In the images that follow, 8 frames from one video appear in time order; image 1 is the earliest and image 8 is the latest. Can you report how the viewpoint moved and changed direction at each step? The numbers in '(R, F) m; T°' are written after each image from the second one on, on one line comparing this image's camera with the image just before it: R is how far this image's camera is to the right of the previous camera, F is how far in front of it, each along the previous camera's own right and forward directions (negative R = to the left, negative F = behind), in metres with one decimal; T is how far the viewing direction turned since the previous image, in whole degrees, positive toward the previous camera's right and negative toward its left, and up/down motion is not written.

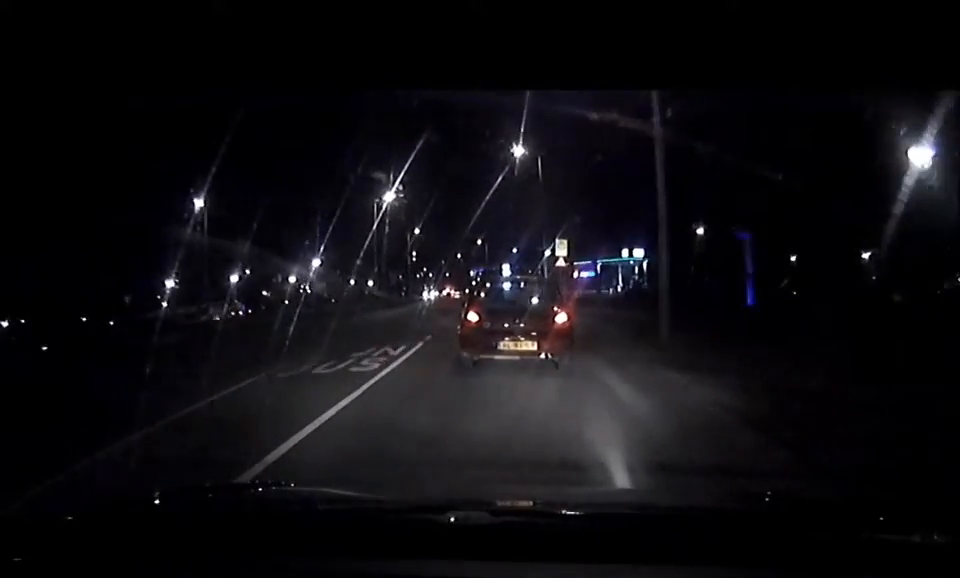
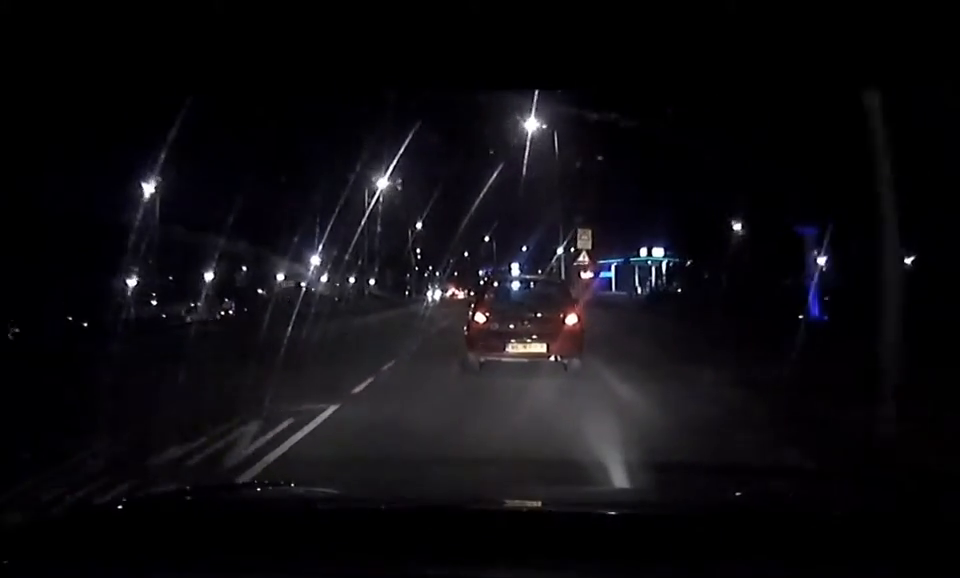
(-0.2, +6.0) m; -1°
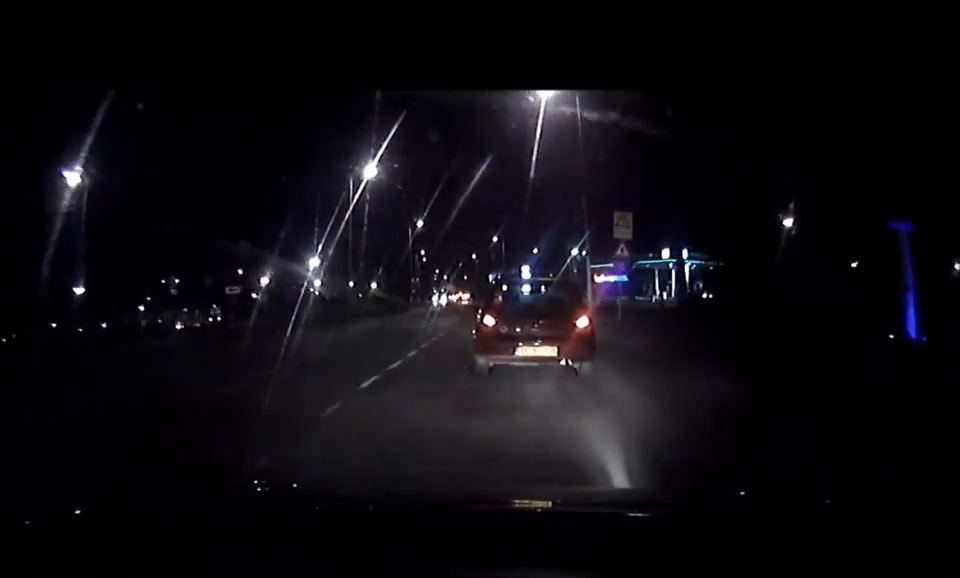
(-0.1, +6.4) m; -1°
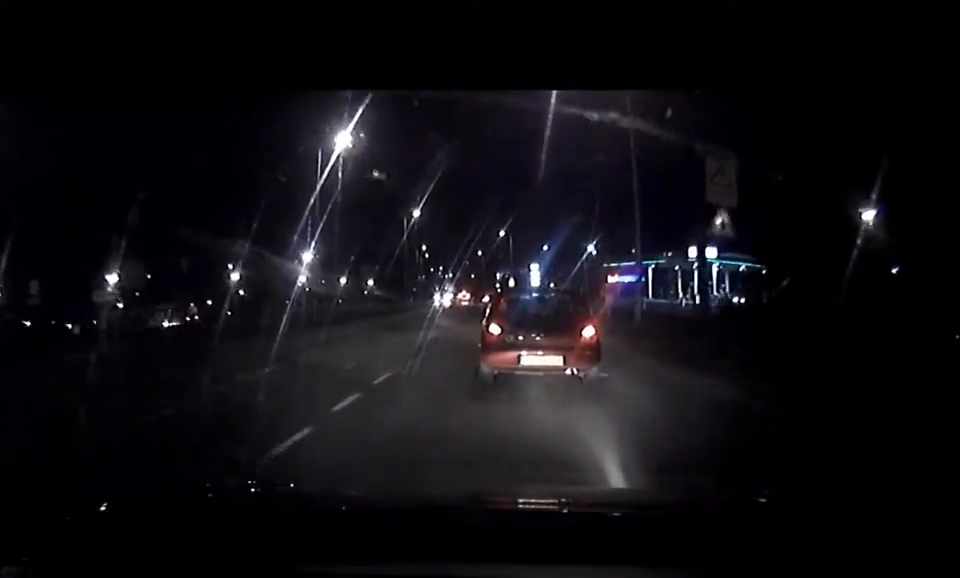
(0.0, +7.7) m; 0°
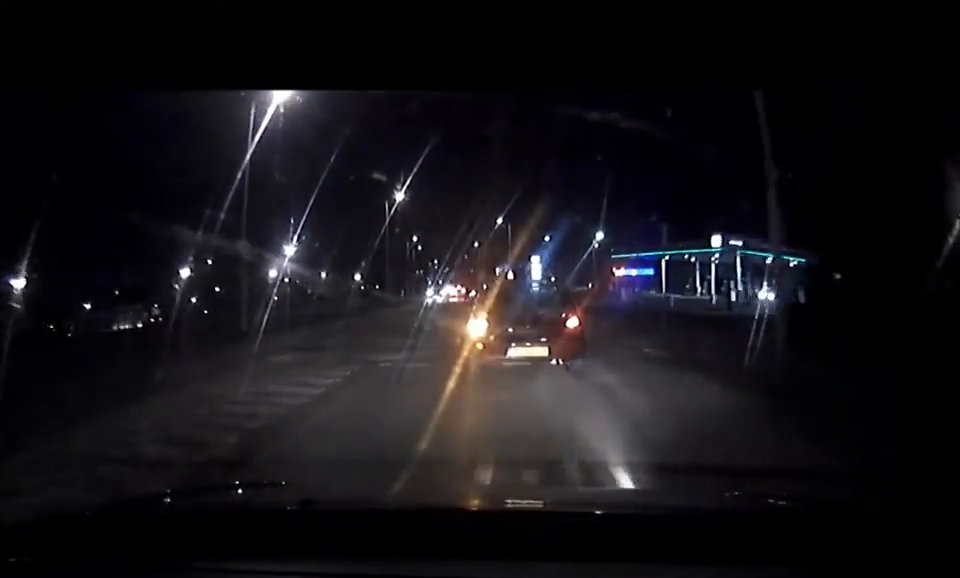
(0.0, +7.7) m; 0°
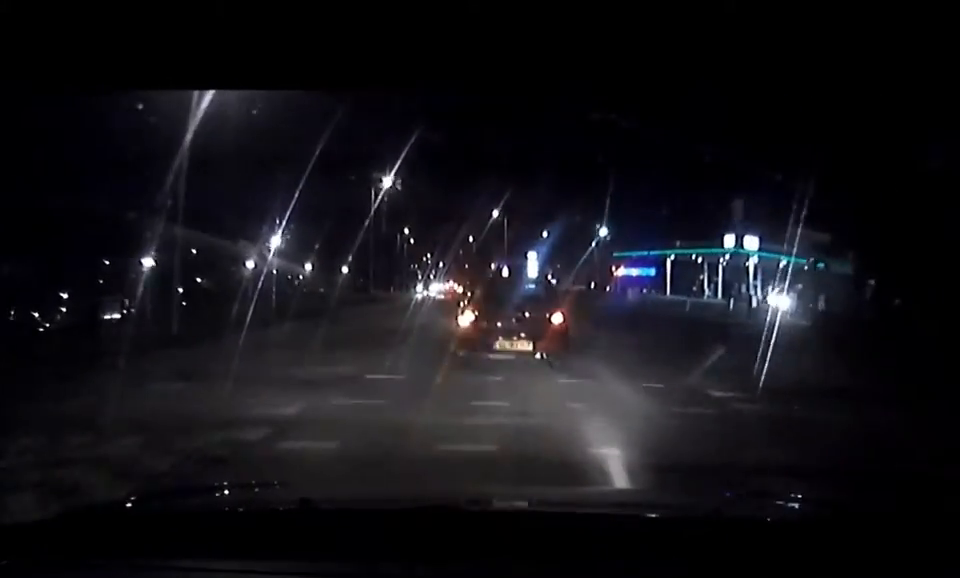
(0.0, +4.7) m; 0°
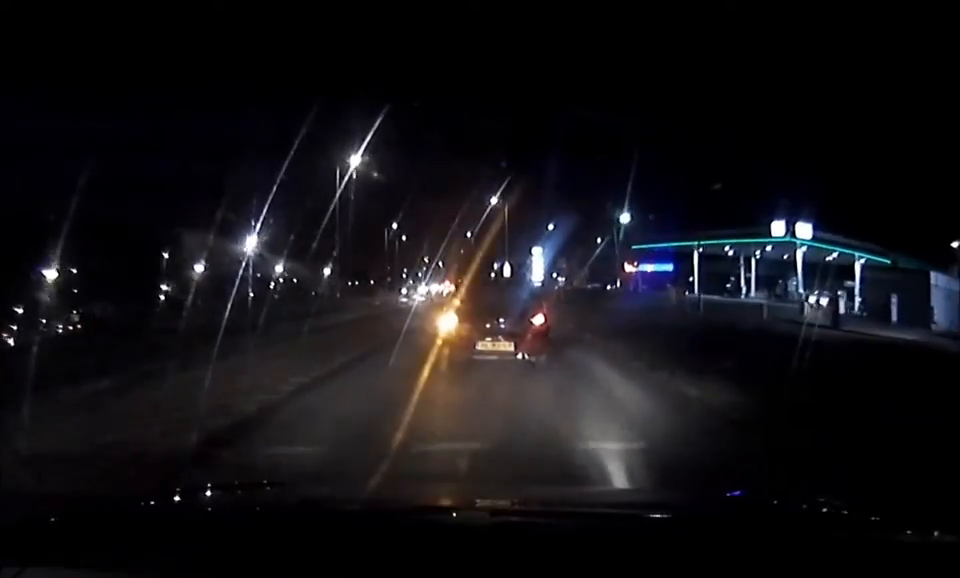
(0.0, +10.4) m; -1°
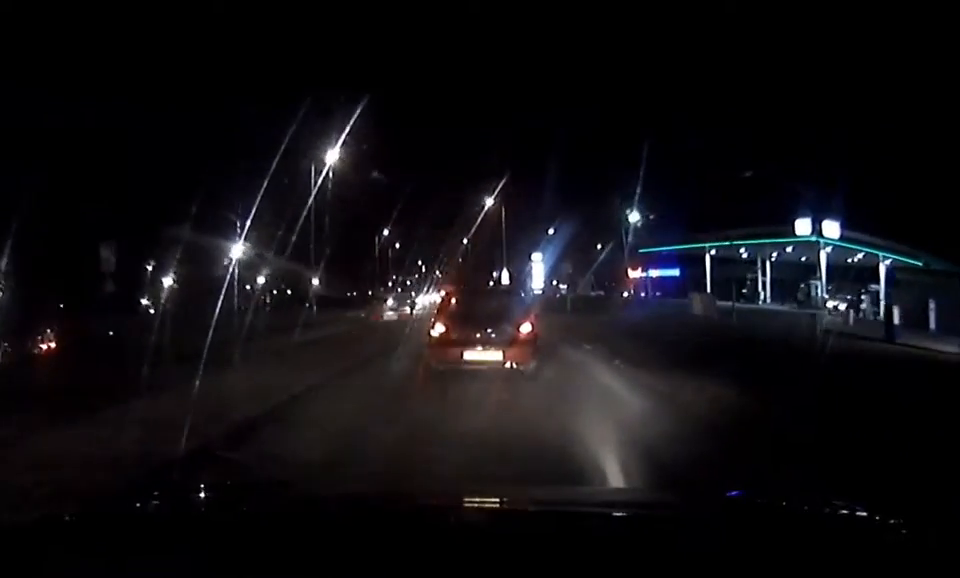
(+0.1, +4.7) m; -1°
